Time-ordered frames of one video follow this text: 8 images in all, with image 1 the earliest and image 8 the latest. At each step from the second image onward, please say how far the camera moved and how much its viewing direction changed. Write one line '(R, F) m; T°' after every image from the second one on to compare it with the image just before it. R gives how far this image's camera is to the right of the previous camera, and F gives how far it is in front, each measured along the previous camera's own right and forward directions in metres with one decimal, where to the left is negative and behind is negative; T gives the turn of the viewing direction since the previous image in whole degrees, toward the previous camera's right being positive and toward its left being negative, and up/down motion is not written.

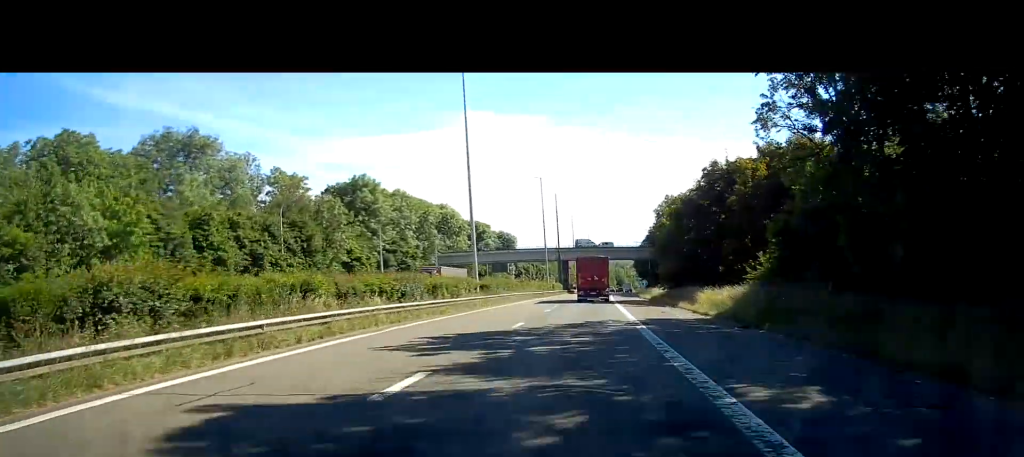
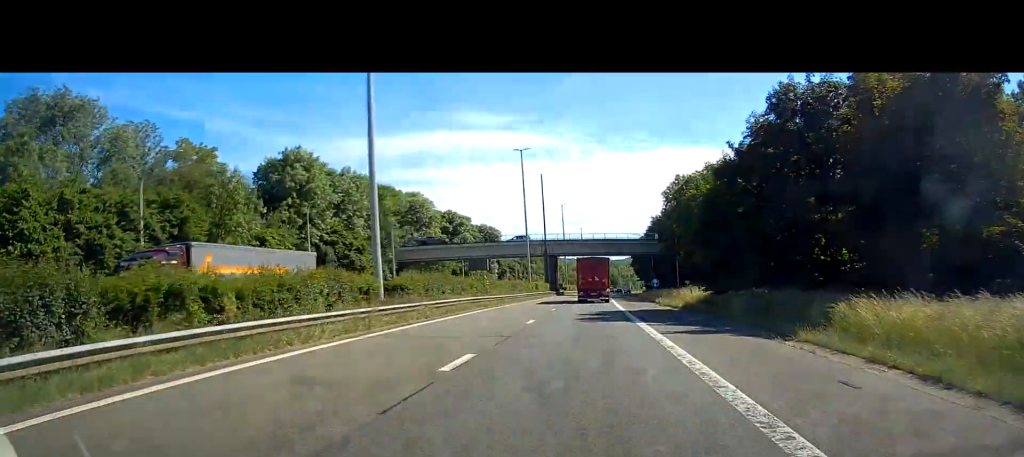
(+0.2, +23.2) m; +1°
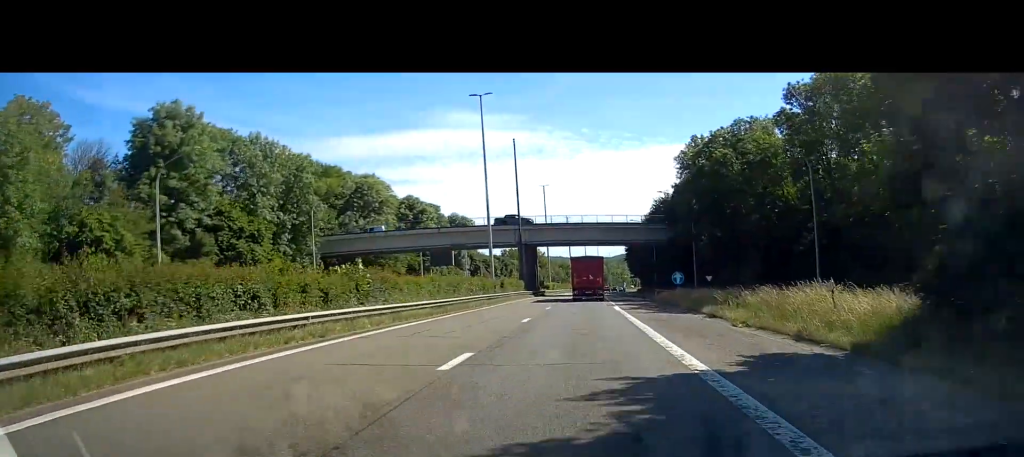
(+0.2, +25.6) m; +1°
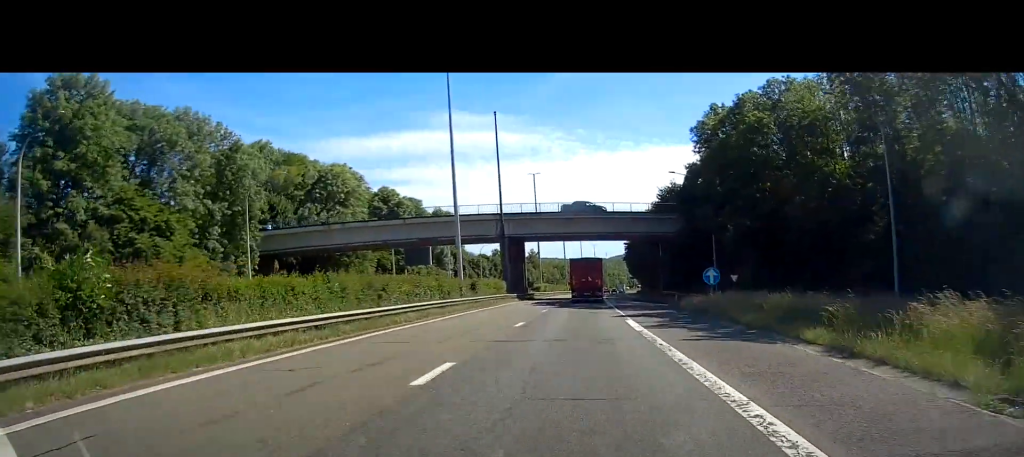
(+0.1, +14.4) m; 0°
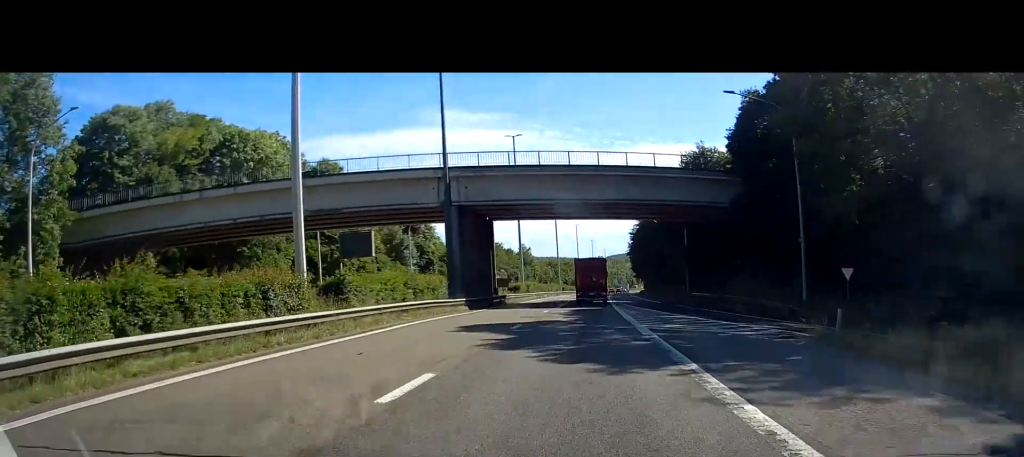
(+0.1, +27.2) m; 0°
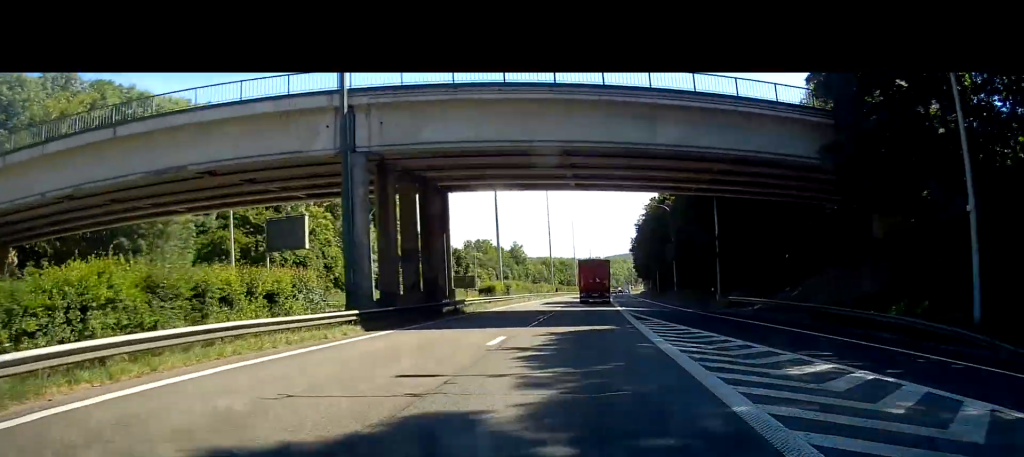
(-0.1, +18.4) m; 0°
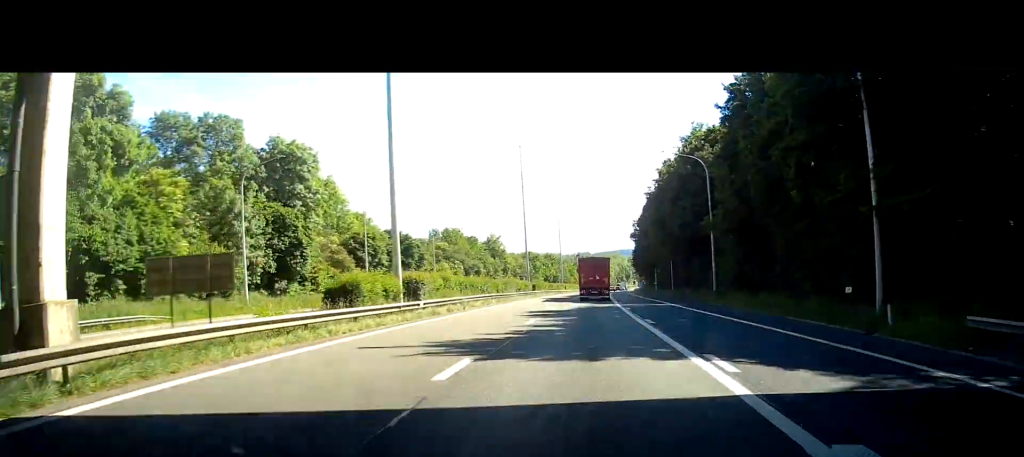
(+0.3, +32.1) m; +1°
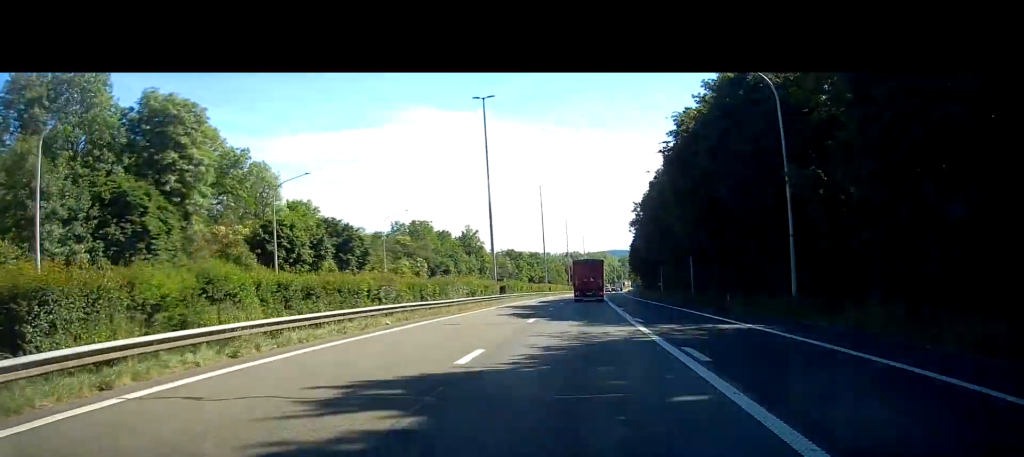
(0.0, +24.1) m; 0°
